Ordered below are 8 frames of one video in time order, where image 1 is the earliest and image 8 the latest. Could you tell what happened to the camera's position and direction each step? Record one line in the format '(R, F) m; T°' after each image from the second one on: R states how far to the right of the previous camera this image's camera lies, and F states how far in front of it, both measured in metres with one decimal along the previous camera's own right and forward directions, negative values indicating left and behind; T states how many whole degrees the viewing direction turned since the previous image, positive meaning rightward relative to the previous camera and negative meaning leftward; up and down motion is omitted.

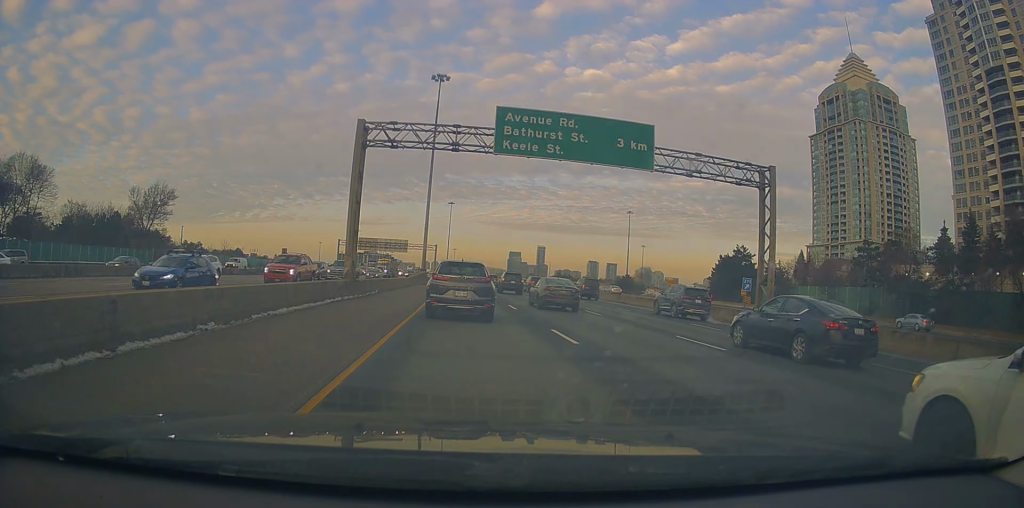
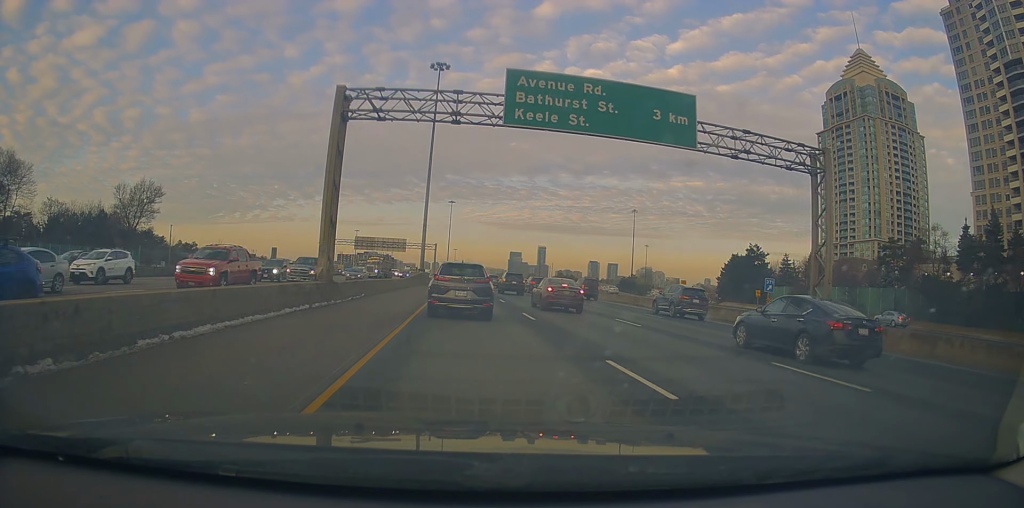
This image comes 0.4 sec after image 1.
(-0.1, +5.1) m; 0°
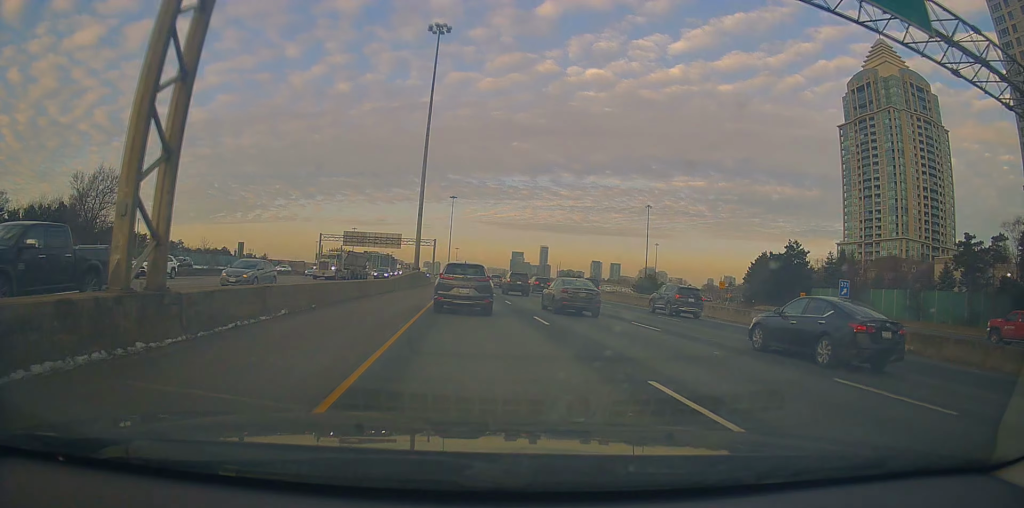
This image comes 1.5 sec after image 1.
(-0.1, +13.0) m; +1°
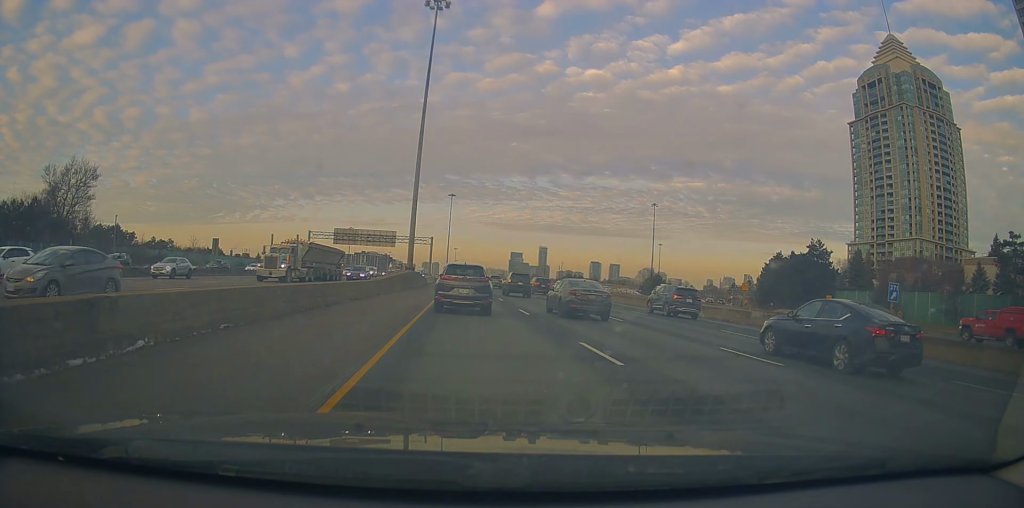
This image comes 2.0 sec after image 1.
(+0.1, +6.8) m; +2°
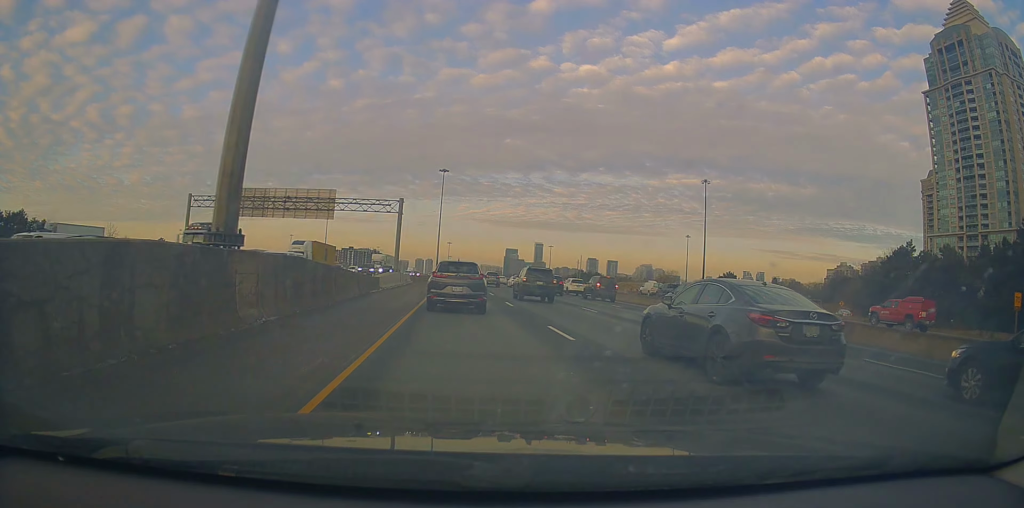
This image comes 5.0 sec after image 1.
(-0.4, +43.5) m; -2°
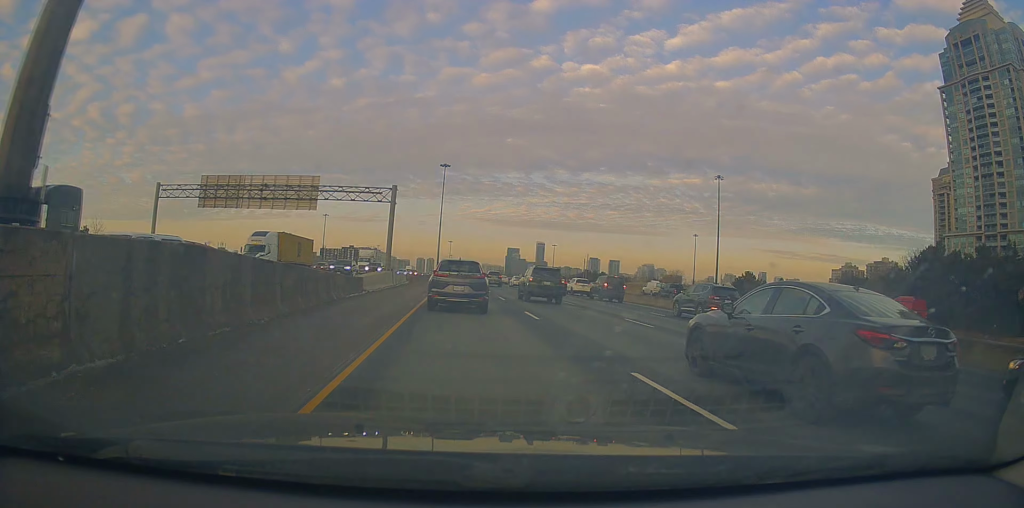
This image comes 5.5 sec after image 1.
(0.0, +7.0) m; +1°
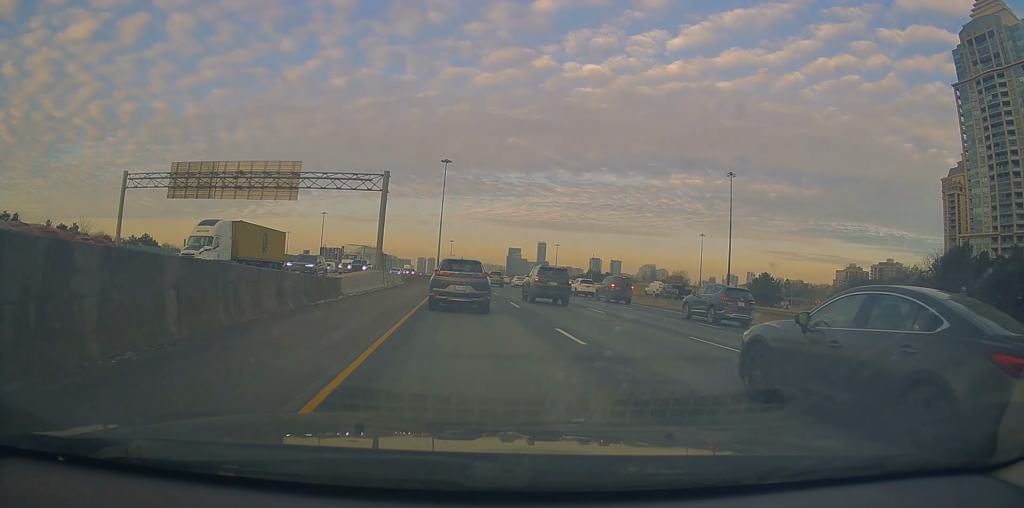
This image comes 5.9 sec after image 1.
(-0.1, +6.0) m; +1°
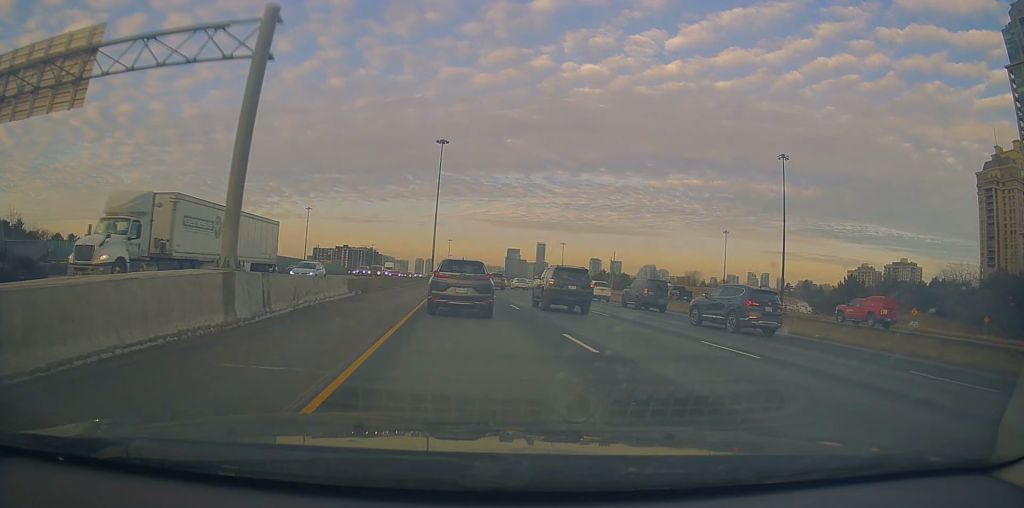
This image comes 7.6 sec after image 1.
(-0.2, +24.7) m; -2°
